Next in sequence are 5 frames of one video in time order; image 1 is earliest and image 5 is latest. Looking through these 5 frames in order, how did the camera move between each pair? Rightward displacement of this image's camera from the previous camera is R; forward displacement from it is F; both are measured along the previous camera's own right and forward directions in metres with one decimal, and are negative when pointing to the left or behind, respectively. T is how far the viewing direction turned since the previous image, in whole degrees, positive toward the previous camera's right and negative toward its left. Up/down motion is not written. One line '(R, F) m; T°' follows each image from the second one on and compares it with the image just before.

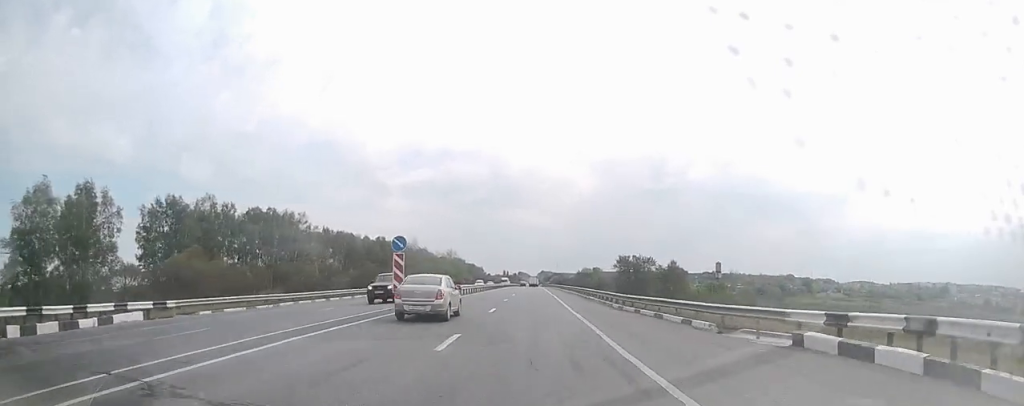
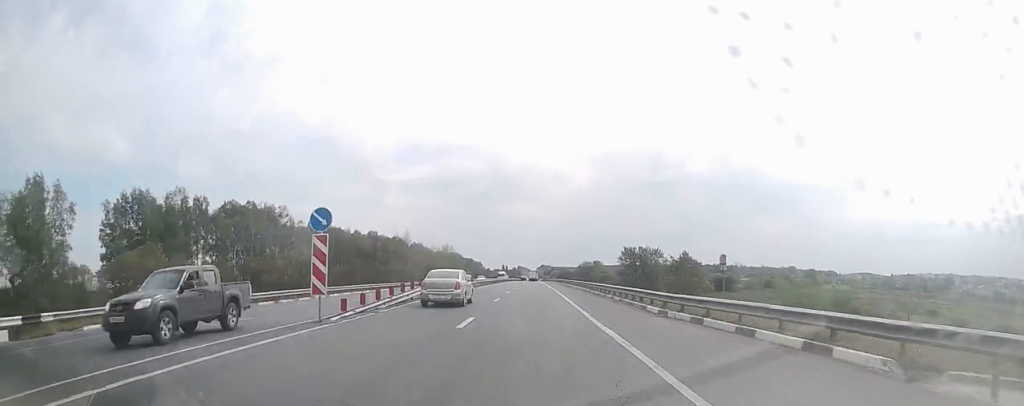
(0.0, +9.0) m; -1°
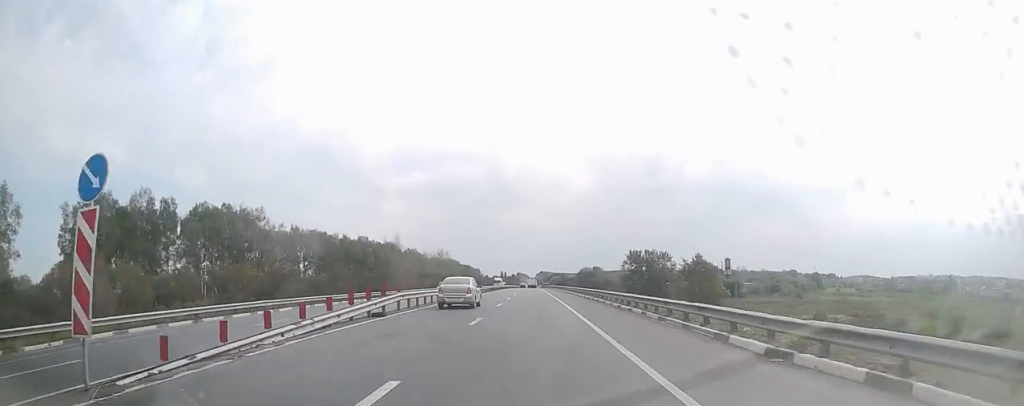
(+0.1, +9.0) m; -1°
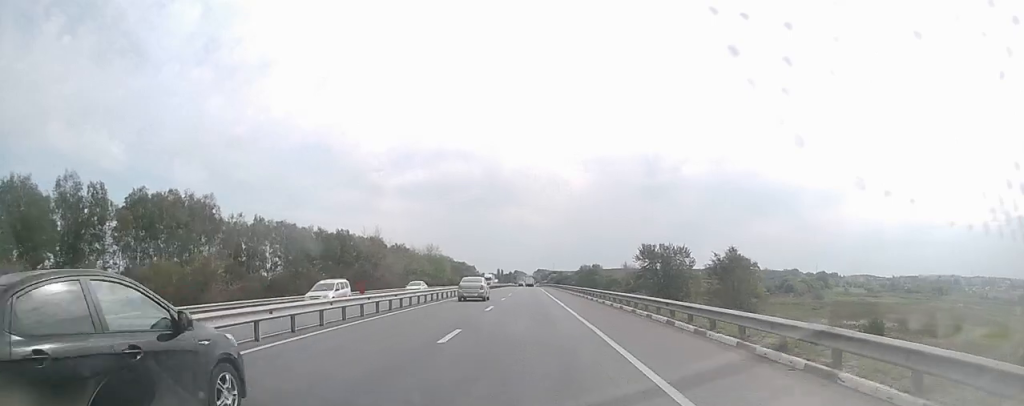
(-0.4, +16.8) m; 0°
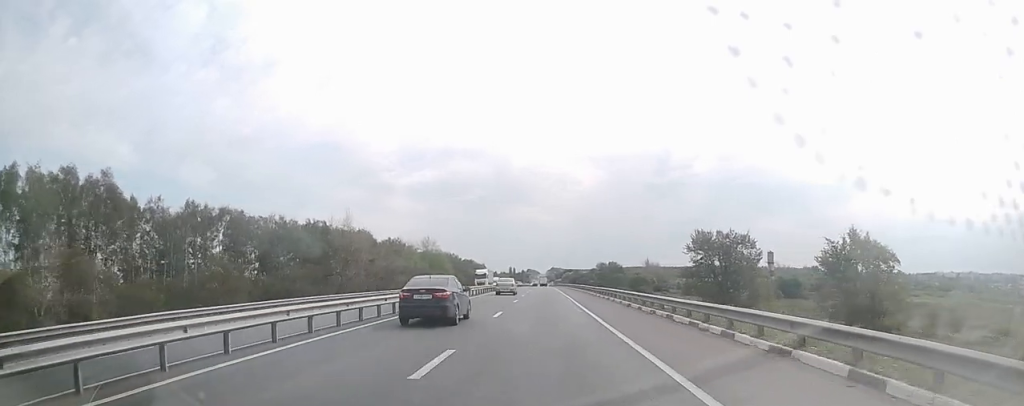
(+0.6, +28.1) m; +1°
